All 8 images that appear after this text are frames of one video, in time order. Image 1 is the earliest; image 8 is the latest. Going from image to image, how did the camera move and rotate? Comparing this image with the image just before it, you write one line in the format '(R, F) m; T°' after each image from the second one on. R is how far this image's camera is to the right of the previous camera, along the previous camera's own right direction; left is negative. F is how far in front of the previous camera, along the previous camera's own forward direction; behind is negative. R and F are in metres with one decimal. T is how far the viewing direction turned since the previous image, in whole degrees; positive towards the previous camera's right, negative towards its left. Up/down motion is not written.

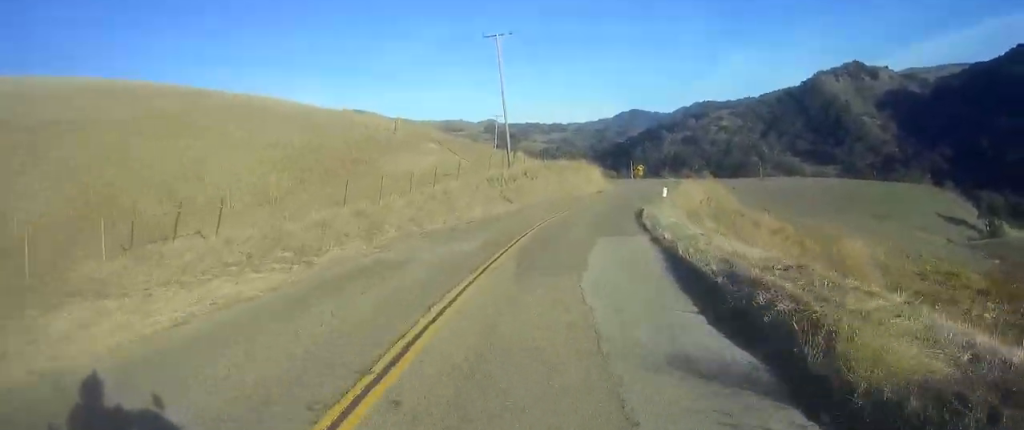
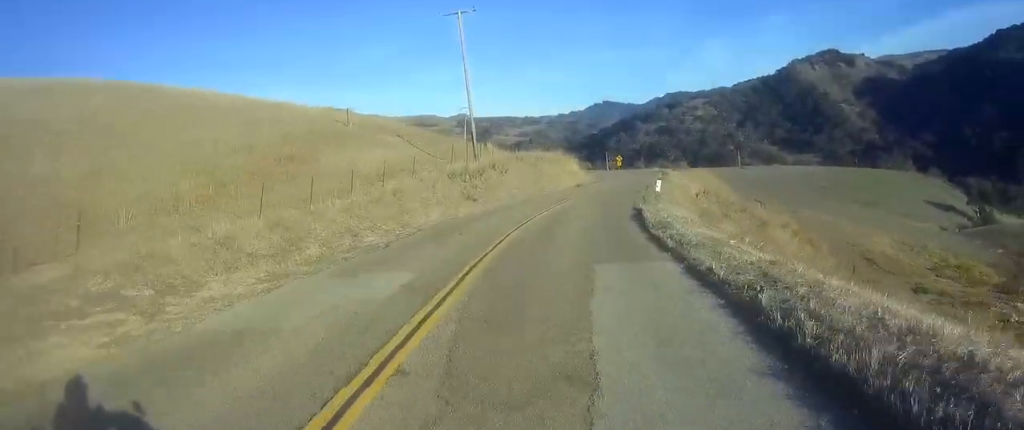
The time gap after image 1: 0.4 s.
(0.0, +6.1) m; 0°
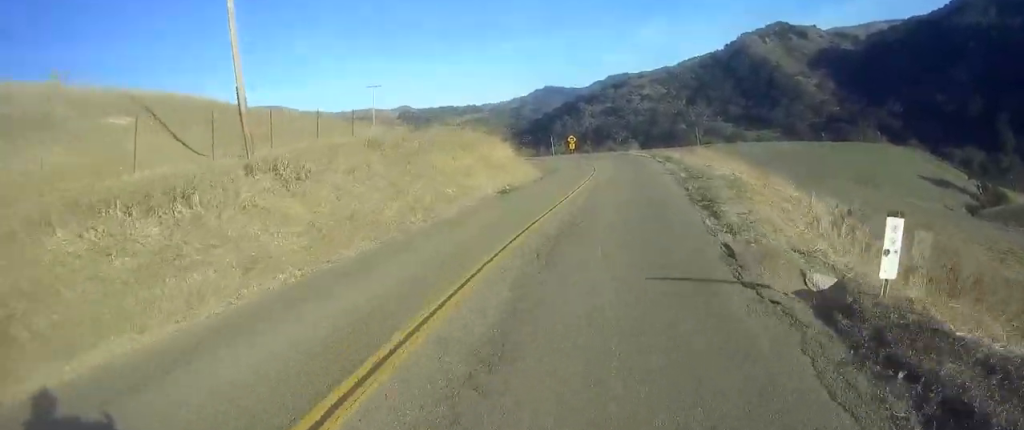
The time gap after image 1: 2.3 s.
(+1.0, +27.9) m; +6°
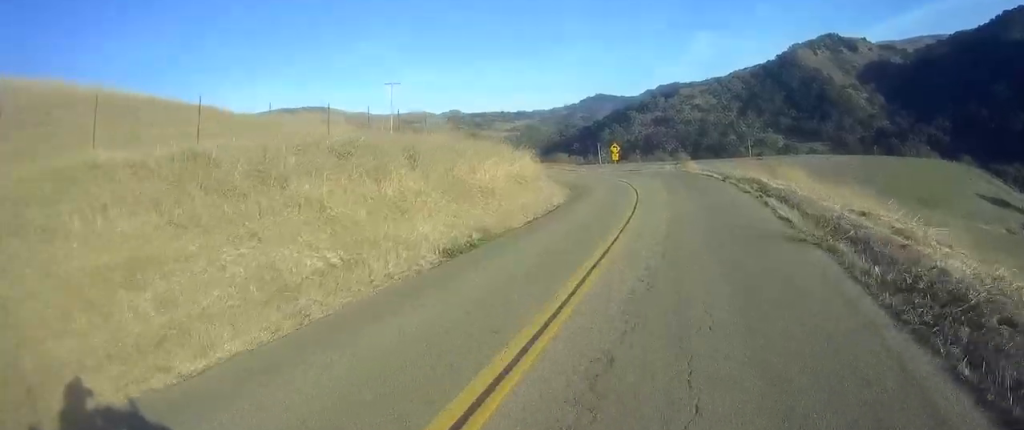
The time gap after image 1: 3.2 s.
(+0.3, +13.9) m; +2°
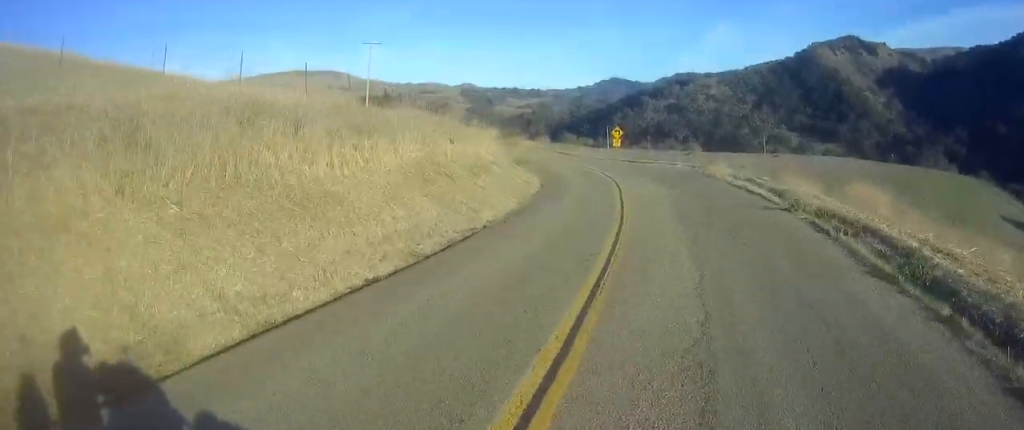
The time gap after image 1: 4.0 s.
(+0.3, +12.2) m; -1°
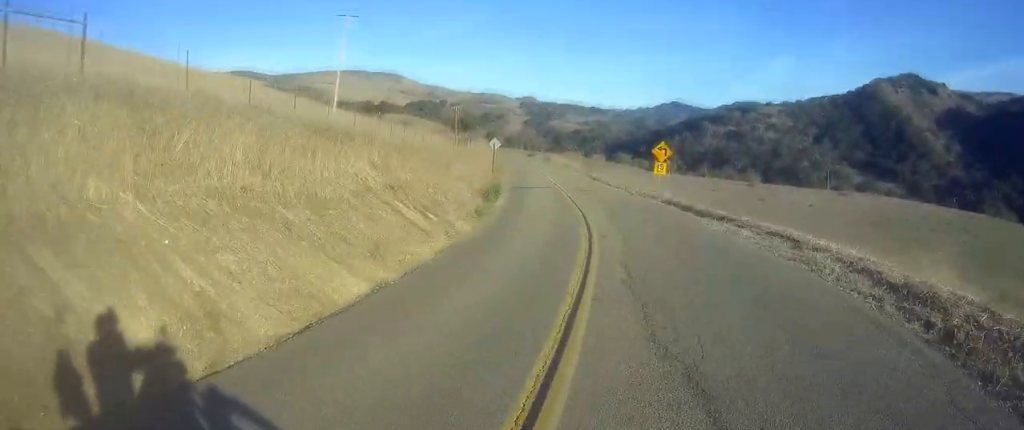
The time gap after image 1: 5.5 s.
(-1.2, +22.3) m; -6°
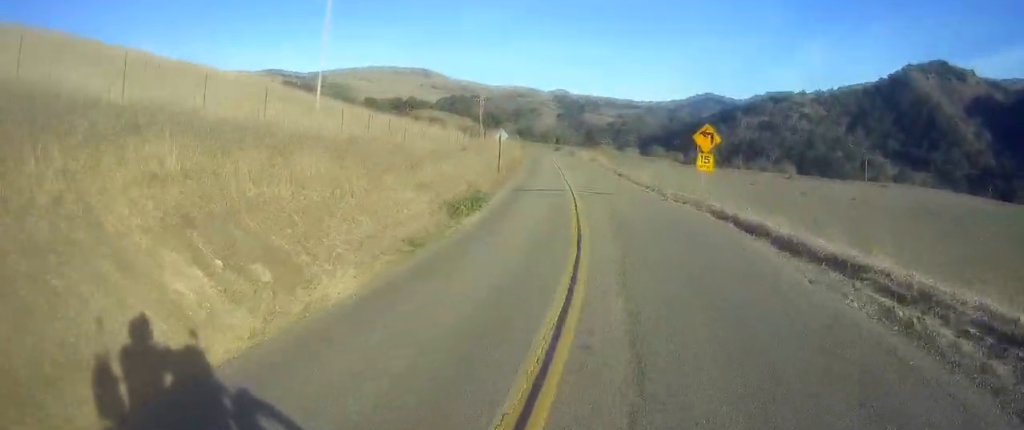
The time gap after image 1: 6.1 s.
(-0.3, +9.3) m; -1°
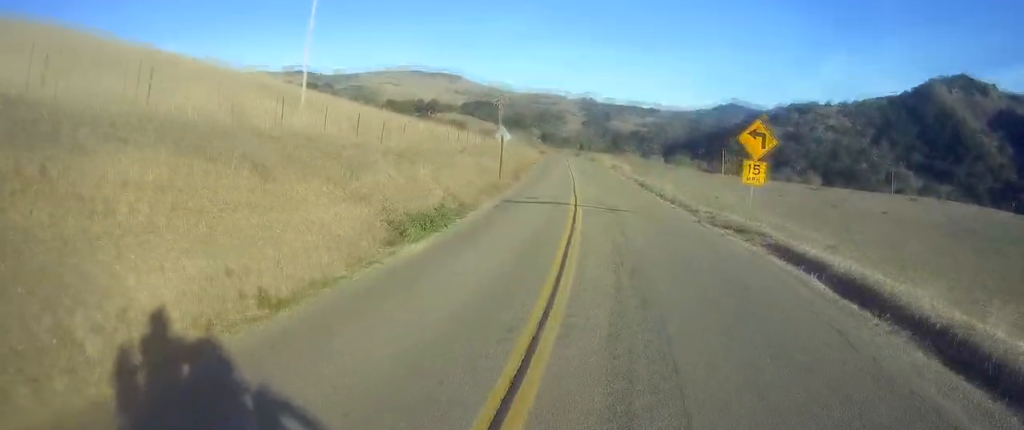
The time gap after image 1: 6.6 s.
(0.0, +6.5) m; -1°
